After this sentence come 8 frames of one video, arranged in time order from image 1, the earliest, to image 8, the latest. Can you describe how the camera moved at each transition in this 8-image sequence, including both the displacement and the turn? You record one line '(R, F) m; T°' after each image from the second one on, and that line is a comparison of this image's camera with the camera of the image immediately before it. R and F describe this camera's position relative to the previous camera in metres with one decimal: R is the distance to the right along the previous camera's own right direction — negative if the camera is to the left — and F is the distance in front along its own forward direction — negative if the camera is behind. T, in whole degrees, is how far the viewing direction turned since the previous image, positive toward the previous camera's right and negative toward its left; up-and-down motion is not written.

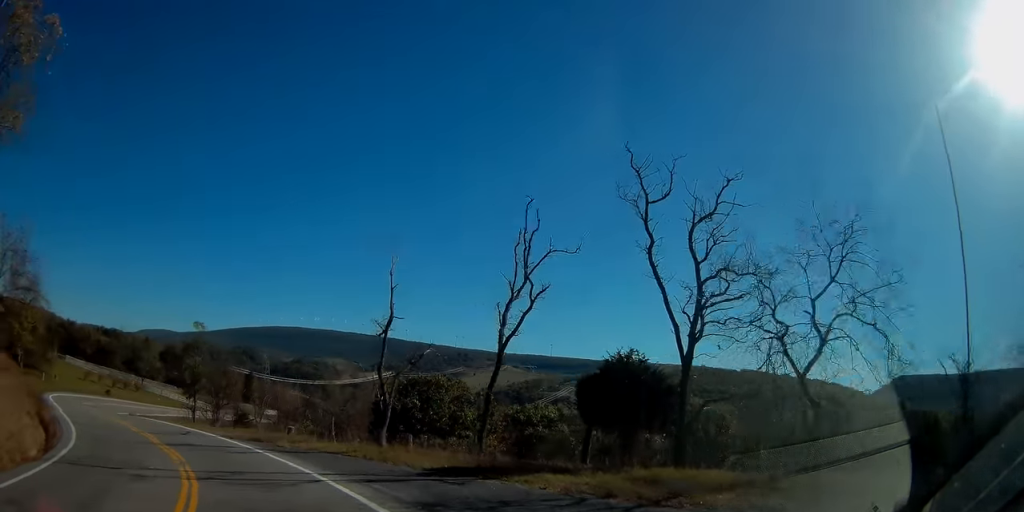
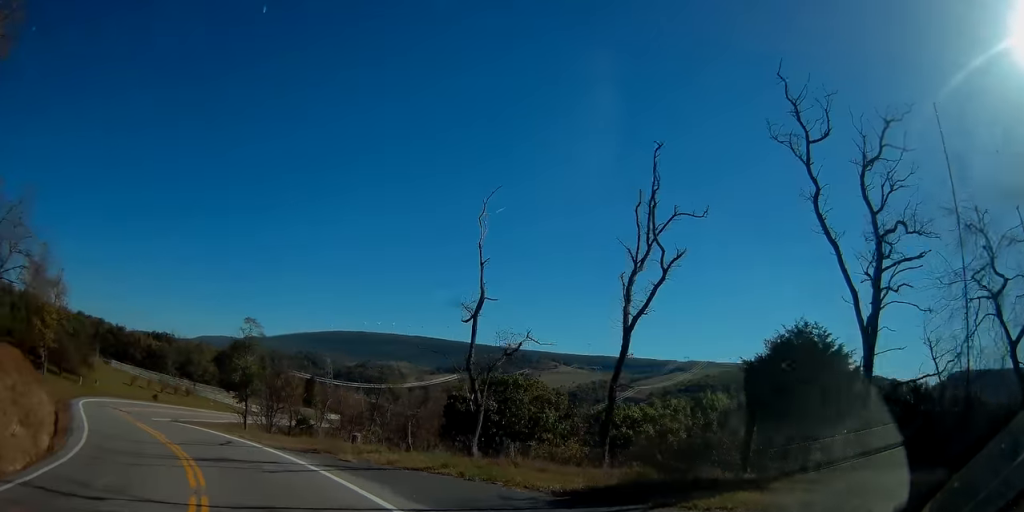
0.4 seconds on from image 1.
(-0.2, +5.5) m; -6°
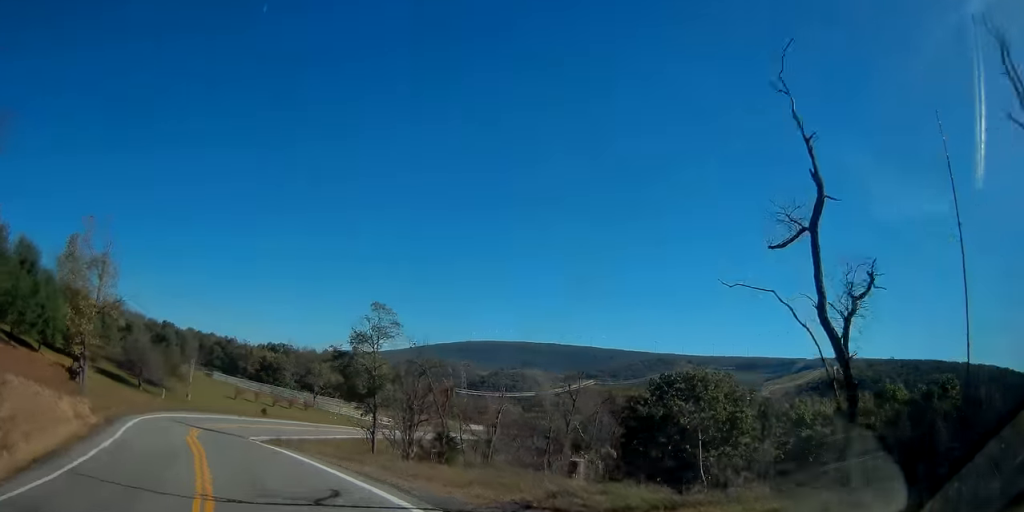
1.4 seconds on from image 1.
(-1.6, +12.4) m; -13°
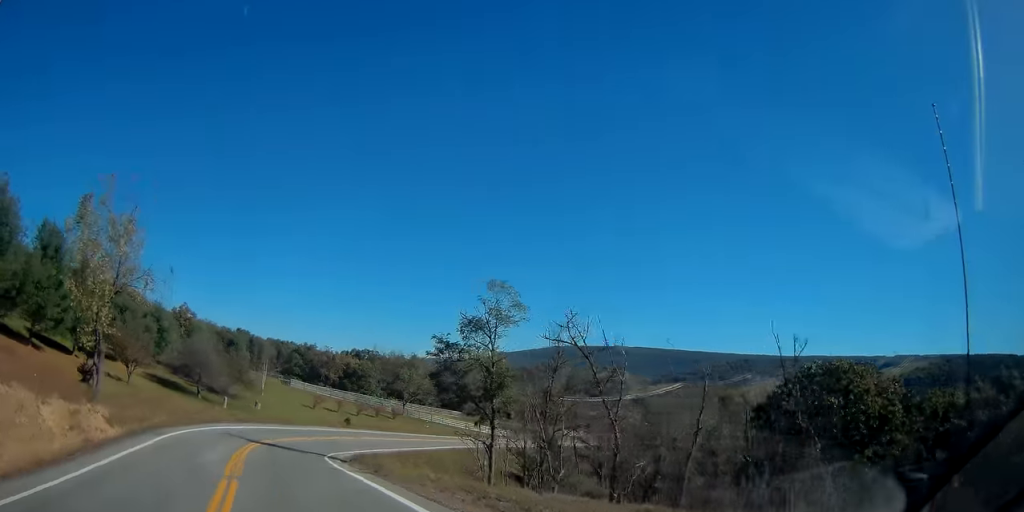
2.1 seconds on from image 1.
(-0.7, +8.8) m; -6°
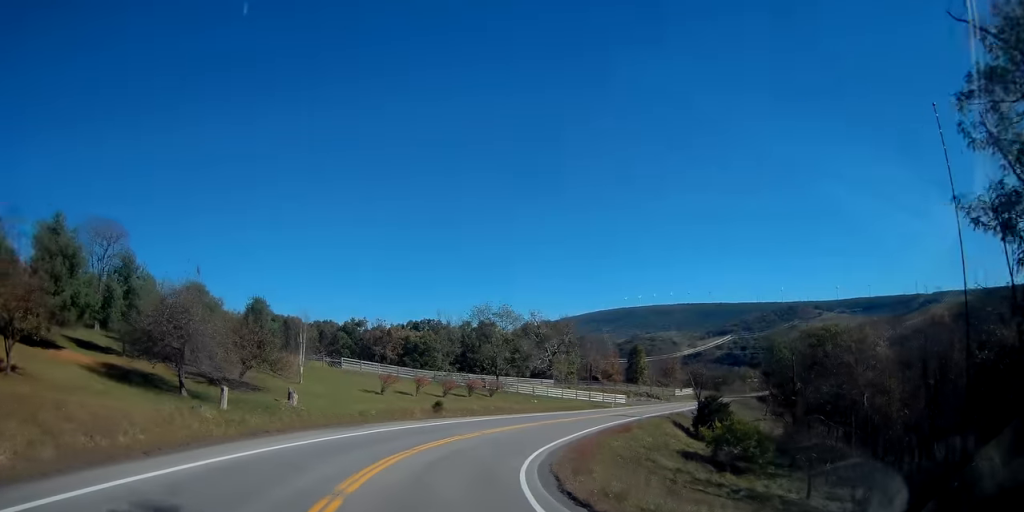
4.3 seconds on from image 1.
(-1.9, +27.1) m; 0°
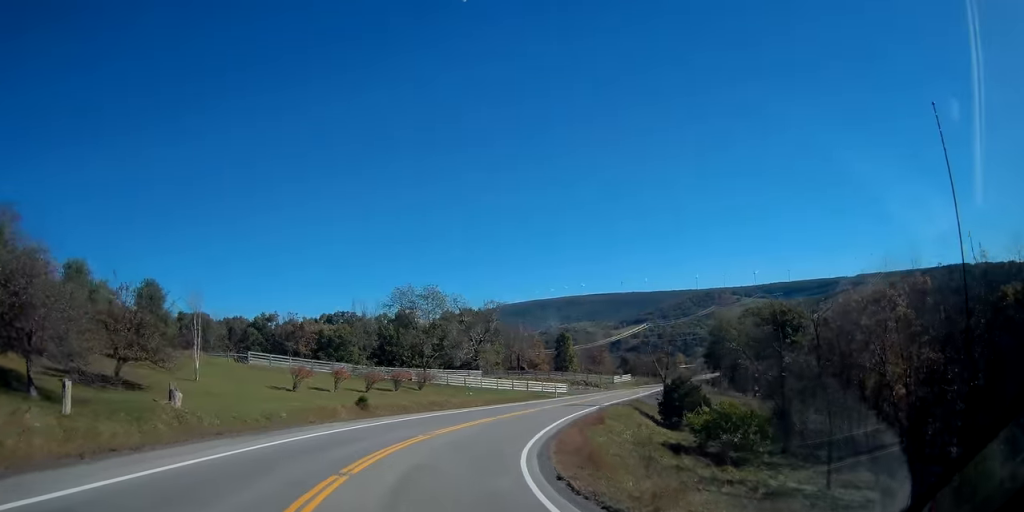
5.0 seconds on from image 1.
(+0.5, +9.8) m; +7°
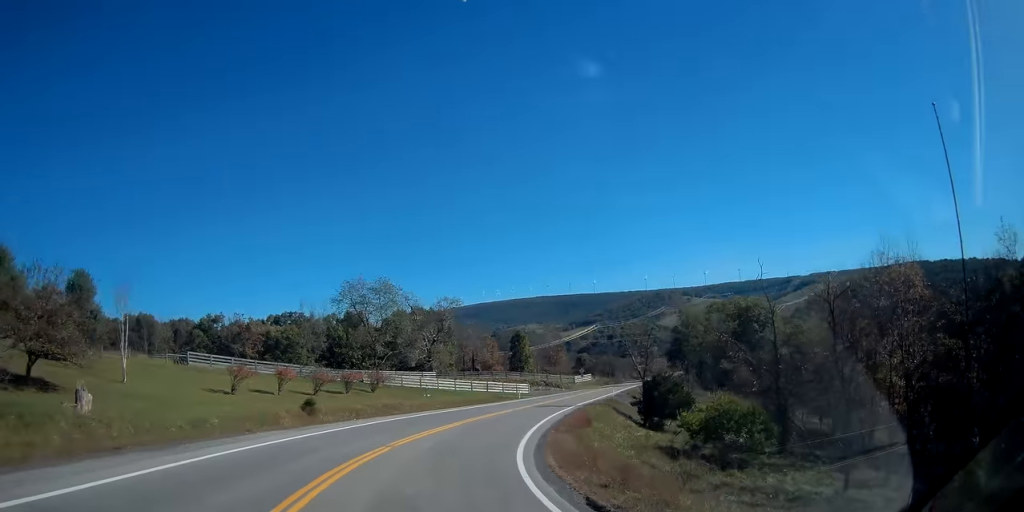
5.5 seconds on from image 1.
(+0.1, +5.6) m; +4°
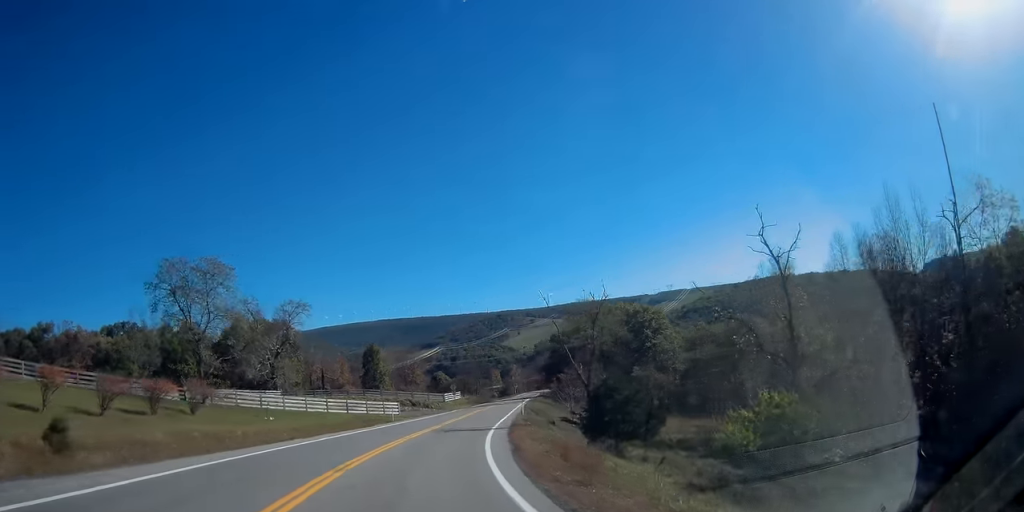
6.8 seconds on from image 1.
(+2.1, +17.2) m; +15°
